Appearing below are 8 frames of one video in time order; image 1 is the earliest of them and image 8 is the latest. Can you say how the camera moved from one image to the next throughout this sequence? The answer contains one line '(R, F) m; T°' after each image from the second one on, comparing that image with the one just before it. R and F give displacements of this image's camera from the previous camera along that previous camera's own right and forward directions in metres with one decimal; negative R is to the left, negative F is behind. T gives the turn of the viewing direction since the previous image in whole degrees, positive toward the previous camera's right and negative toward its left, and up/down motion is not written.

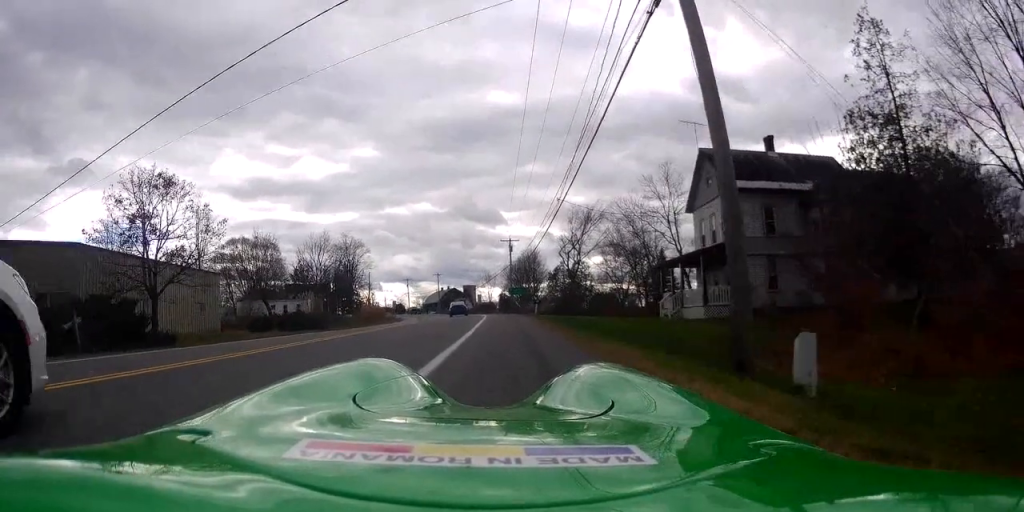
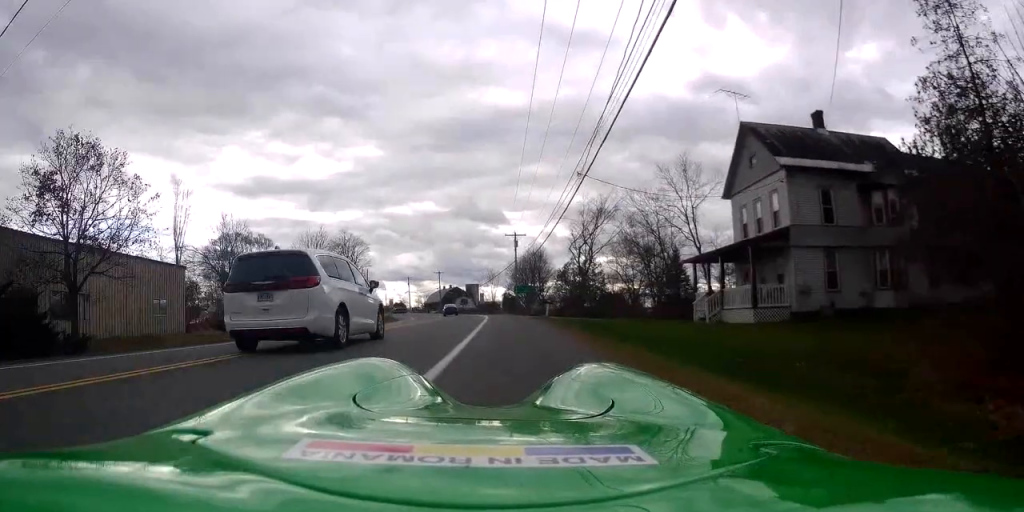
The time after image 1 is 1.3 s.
(+0.1, +5.9) m; -2°
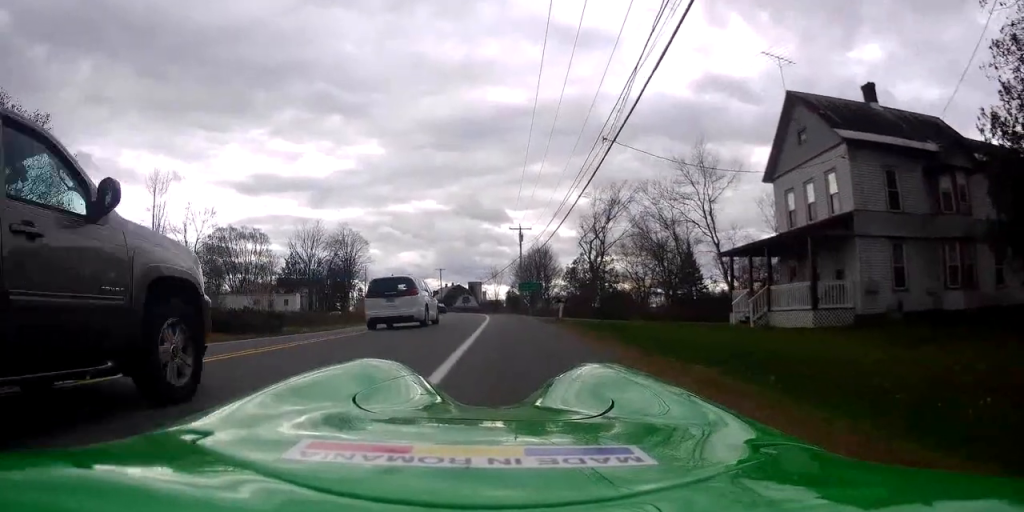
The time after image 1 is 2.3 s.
(-0.3, +4.8) m; 0°
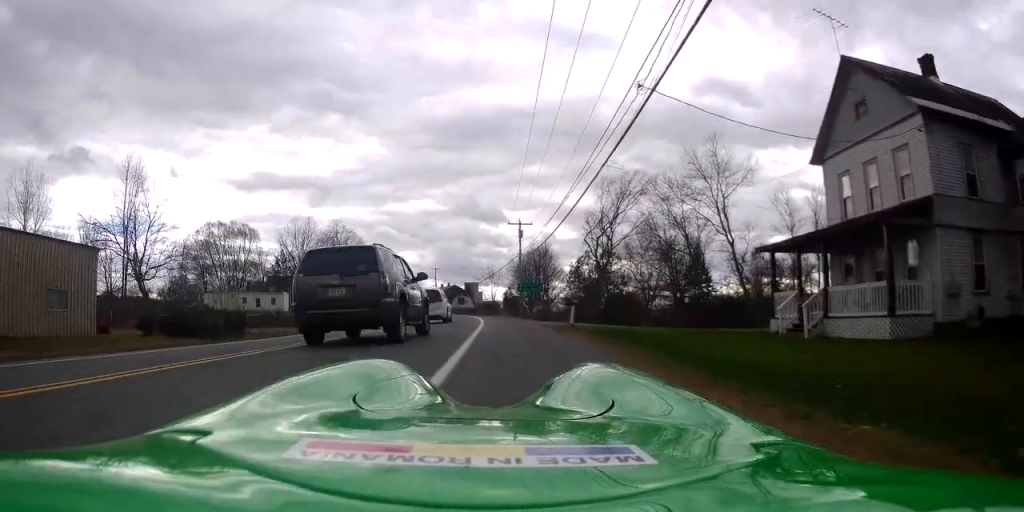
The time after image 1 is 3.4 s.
(+0.3, +4.9) m; -1°
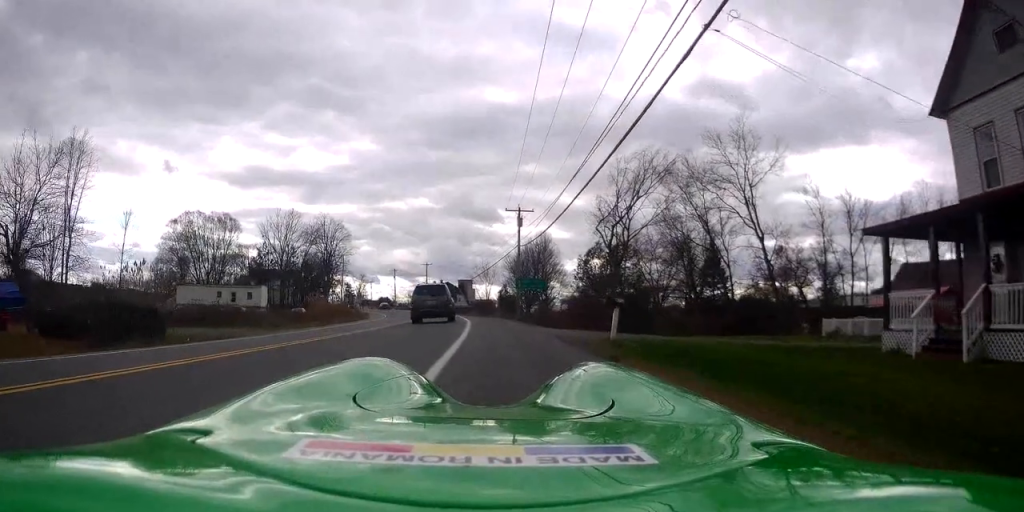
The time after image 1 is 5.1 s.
(-0.8, +8.3) m; -2°
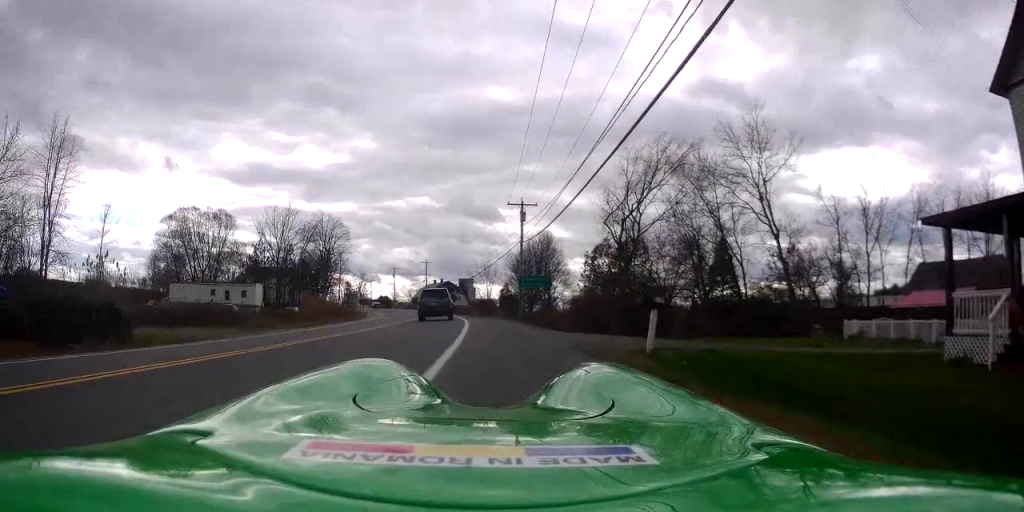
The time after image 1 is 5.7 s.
(+0.1, +2.8) m; -1°
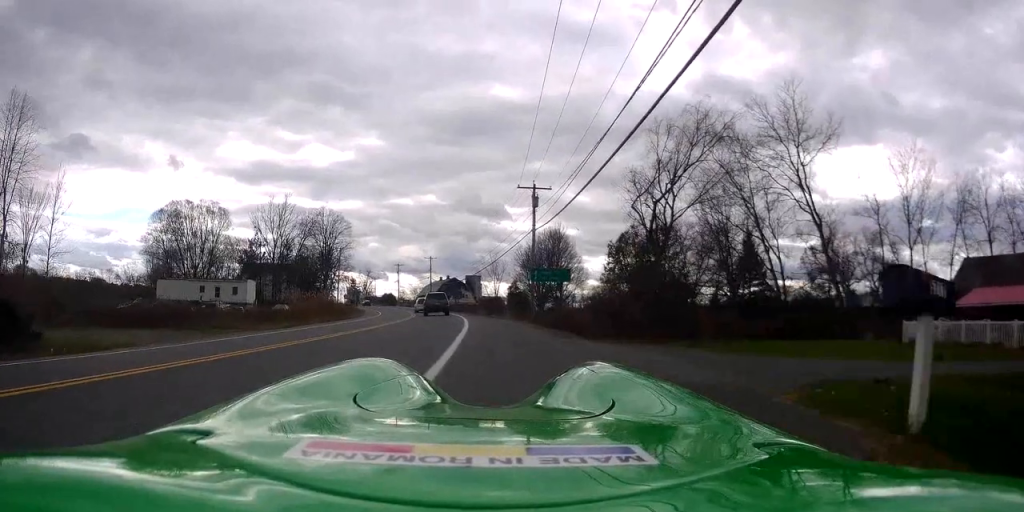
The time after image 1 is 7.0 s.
(-0.3, +6.0) m; -5°
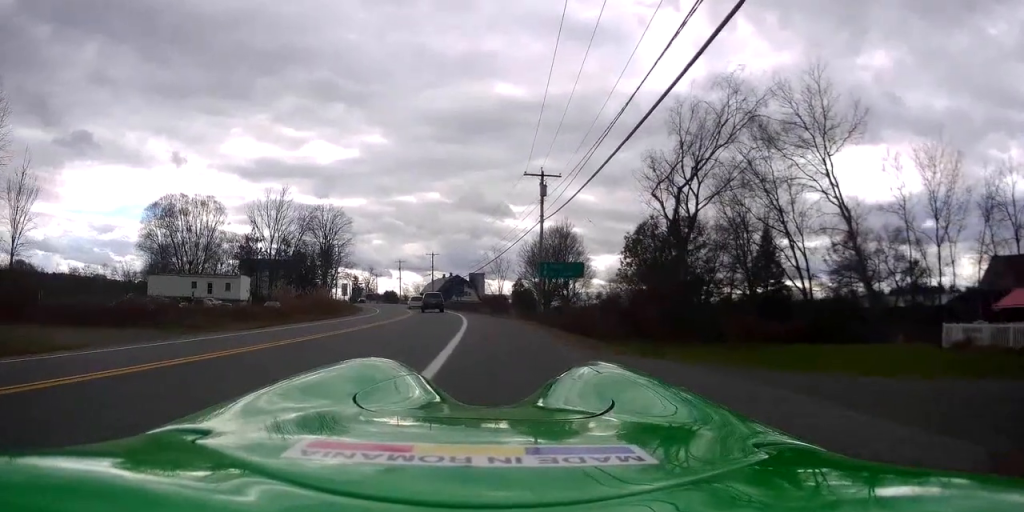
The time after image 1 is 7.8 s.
(0.0, +3.7) m; +3°
